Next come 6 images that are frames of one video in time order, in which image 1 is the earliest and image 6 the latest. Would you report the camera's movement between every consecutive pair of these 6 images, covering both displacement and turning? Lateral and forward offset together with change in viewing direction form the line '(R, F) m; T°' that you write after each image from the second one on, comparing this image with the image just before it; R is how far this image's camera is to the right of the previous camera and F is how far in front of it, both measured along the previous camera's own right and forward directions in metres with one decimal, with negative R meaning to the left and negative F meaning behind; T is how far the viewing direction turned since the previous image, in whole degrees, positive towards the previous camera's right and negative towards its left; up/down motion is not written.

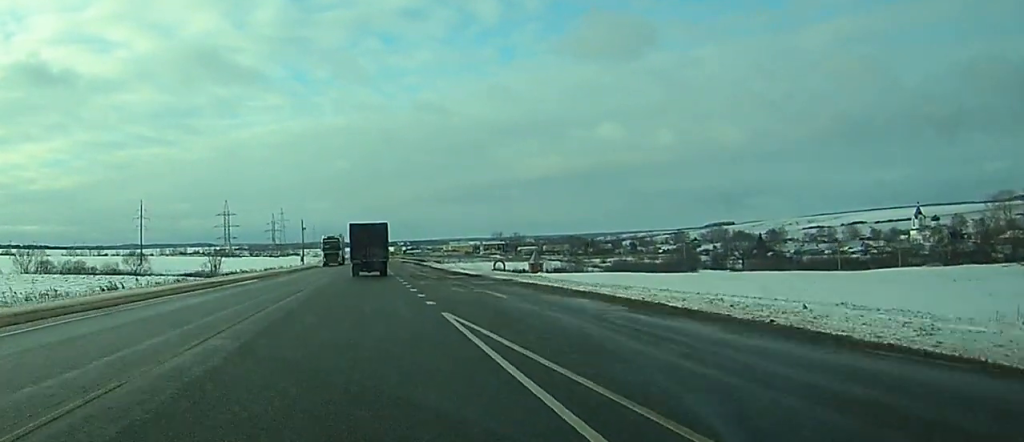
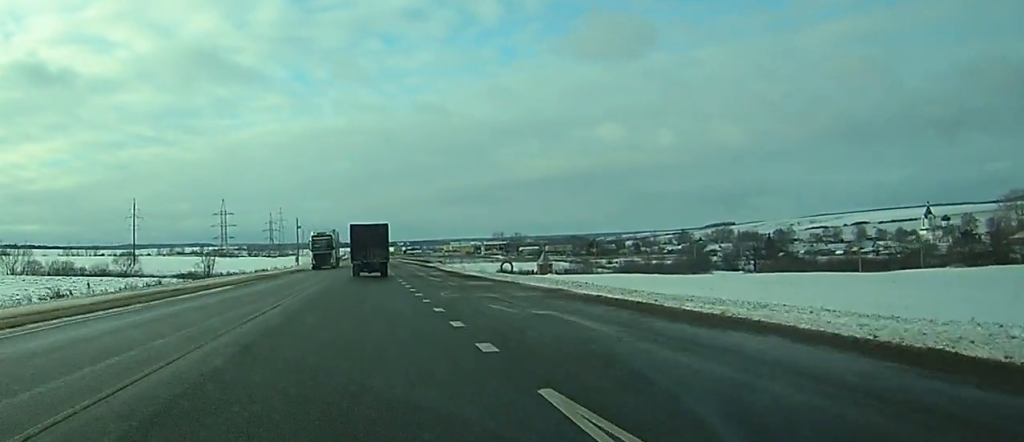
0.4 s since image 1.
(0.0, +9.7) m; 0°
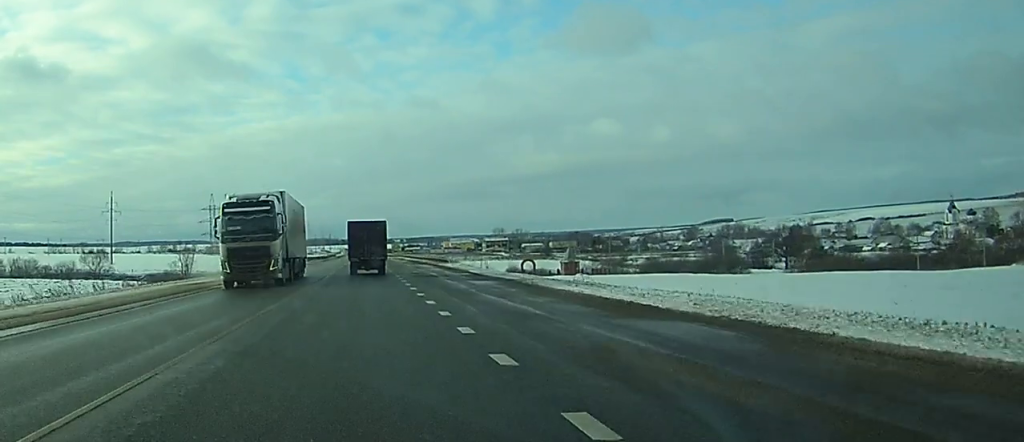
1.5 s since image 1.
(+0.2, +24.7) m; 0°
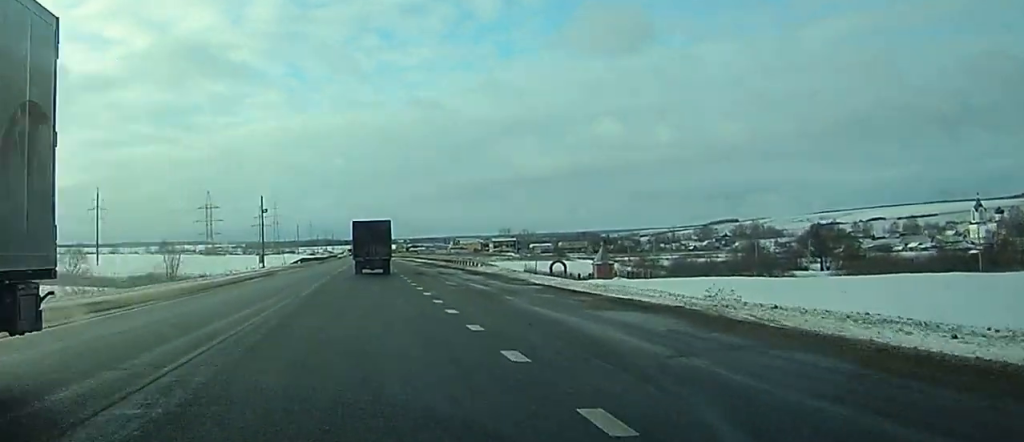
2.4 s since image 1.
(-0.1, +19.5) m; 0°
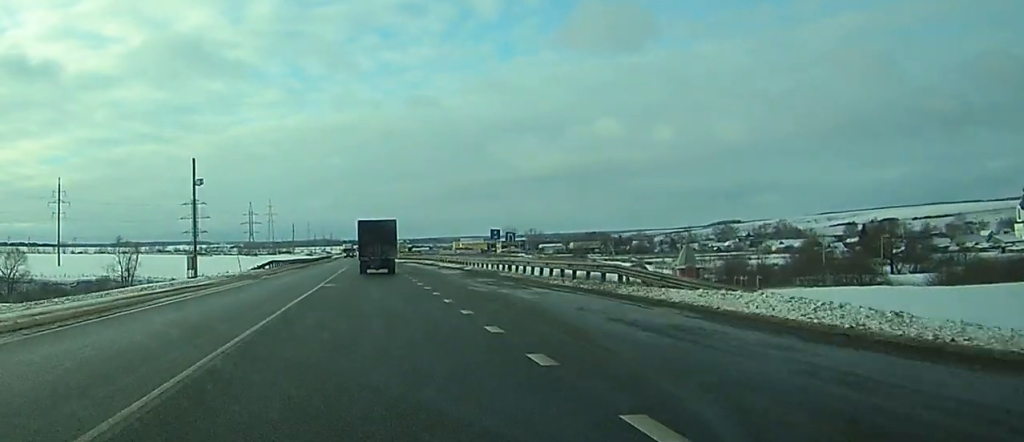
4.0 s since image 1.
(0.0, +35.3) m; 0°
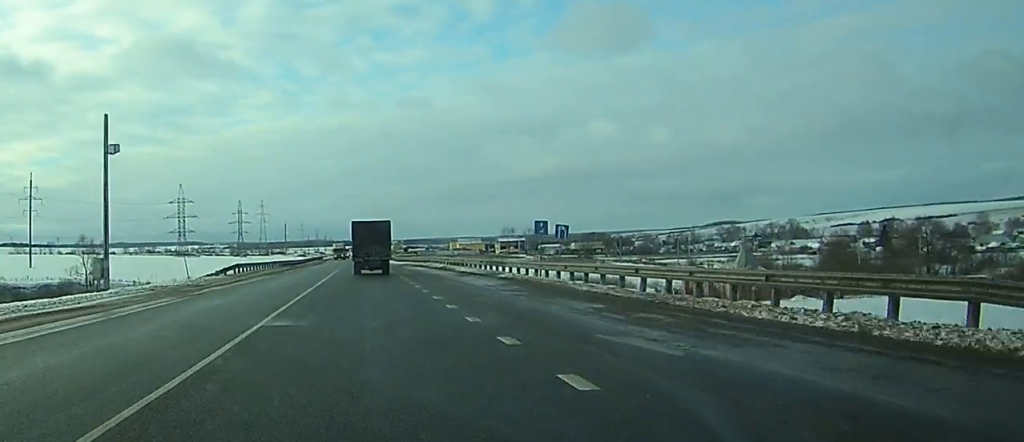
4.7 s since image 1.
(0.0, +17.3) m; 0°
